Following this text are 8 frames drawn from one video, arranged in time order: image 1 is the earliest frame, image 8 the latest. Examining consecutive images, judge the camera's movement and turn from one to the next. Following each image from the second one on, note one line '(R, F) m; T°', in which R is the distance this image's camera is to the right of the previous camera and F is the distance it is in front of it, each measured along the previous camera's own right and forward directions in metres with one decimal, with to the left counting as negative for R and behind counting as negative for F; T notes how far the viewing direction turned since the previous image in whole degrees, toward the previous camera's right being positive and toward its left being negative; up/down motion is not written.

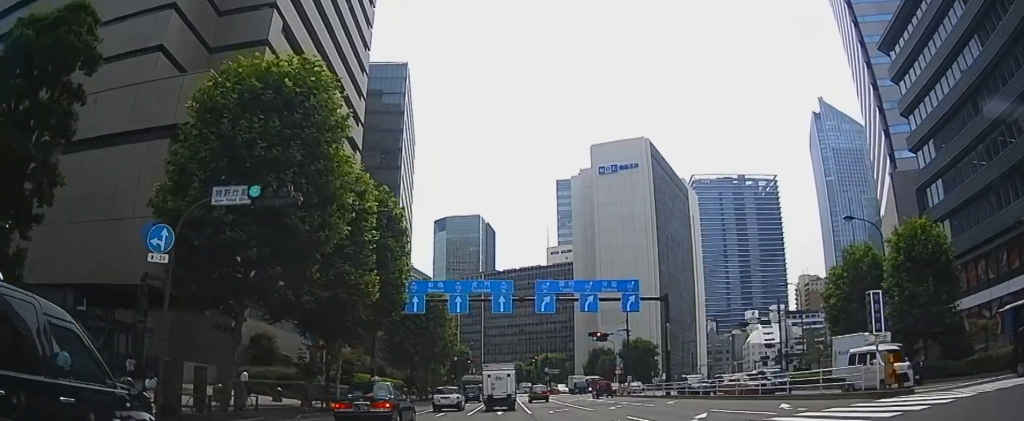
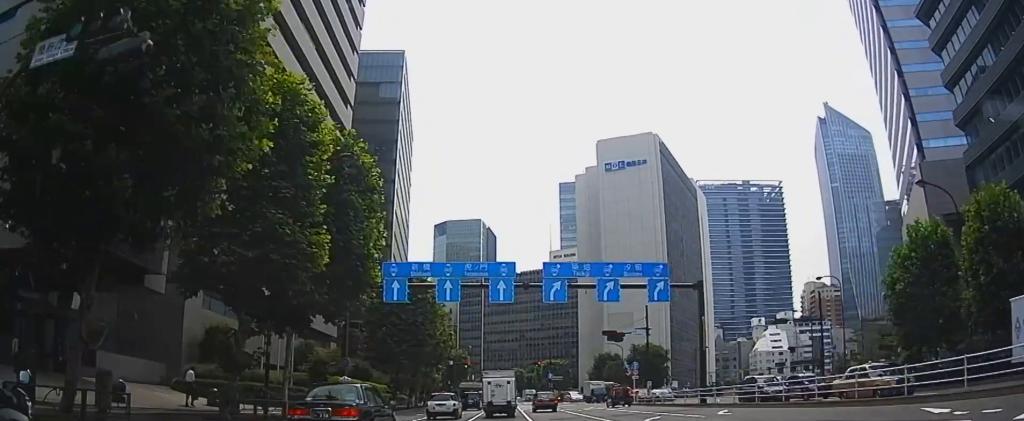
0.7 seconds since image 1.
(+0.2, +7.7) m; 0°
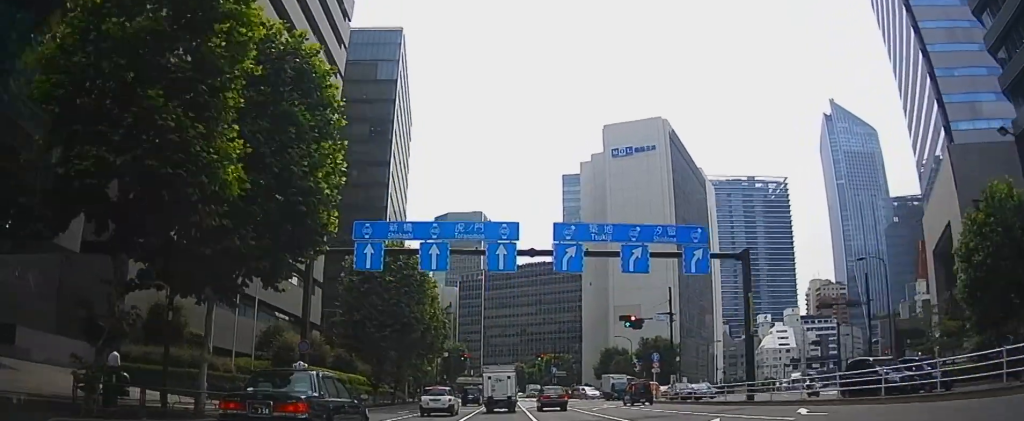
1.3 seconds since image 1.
(-0.4, +7.0) m; 0°
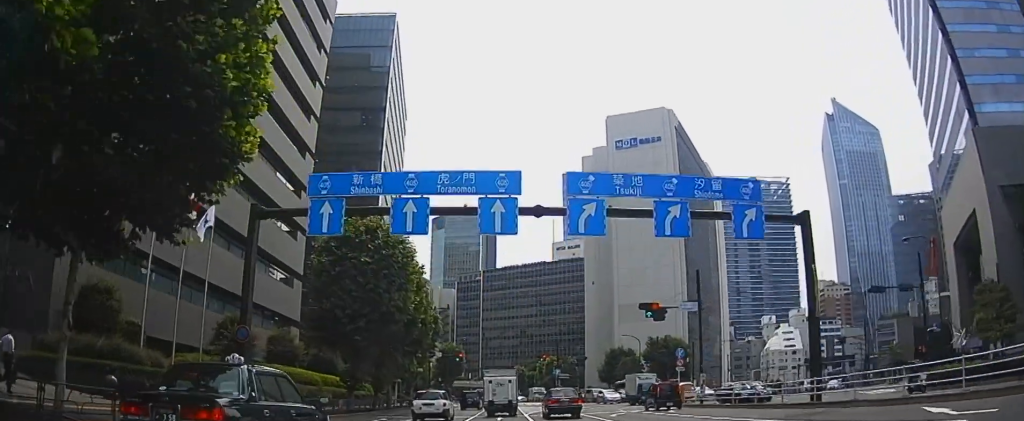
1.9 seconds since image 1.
(+0.1, +6.6) m; +1°
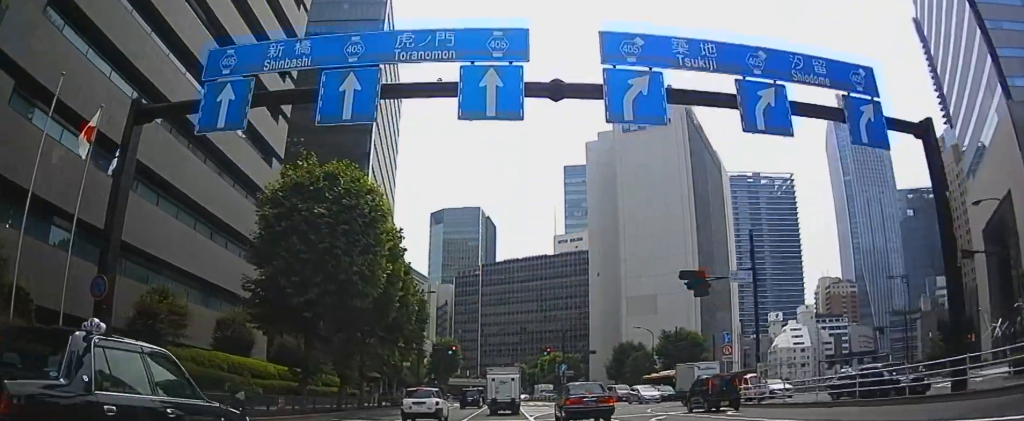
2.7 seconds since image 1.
(+0.2, +8.7) m; +1°
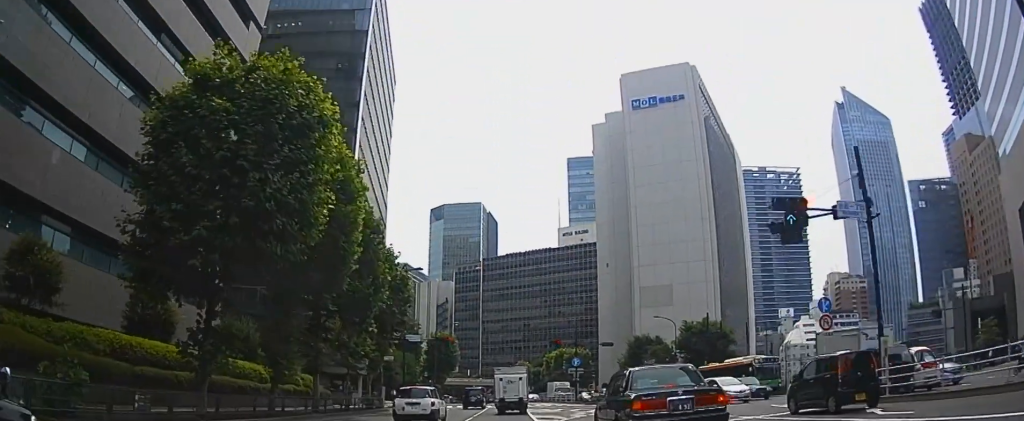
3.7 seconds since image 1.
(-0.1, +10.0) m; -2°
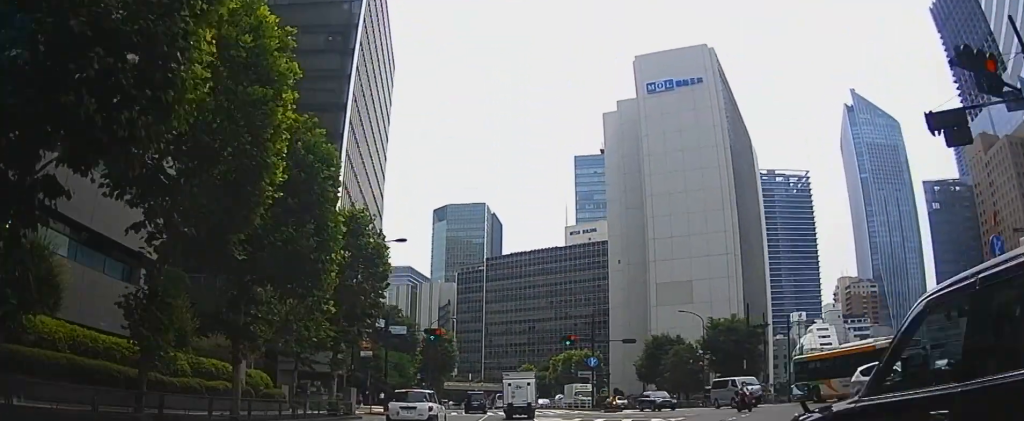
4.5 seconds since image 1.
(-0.4, +8.8) m; 0°
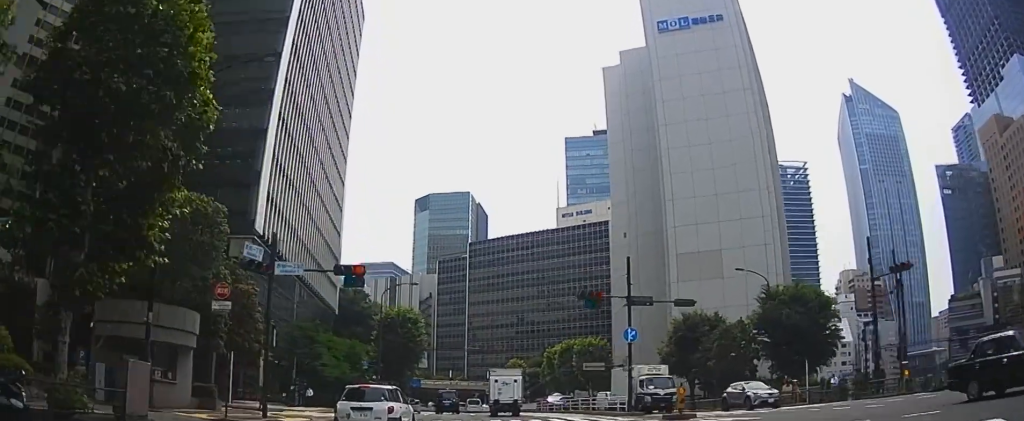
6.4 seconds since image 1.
(+1.0, +19.8) m; +3°
